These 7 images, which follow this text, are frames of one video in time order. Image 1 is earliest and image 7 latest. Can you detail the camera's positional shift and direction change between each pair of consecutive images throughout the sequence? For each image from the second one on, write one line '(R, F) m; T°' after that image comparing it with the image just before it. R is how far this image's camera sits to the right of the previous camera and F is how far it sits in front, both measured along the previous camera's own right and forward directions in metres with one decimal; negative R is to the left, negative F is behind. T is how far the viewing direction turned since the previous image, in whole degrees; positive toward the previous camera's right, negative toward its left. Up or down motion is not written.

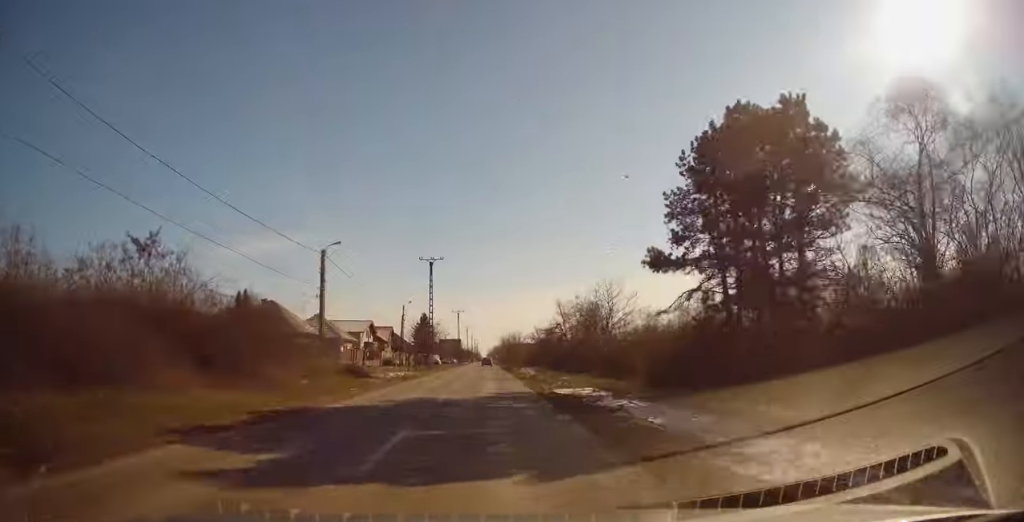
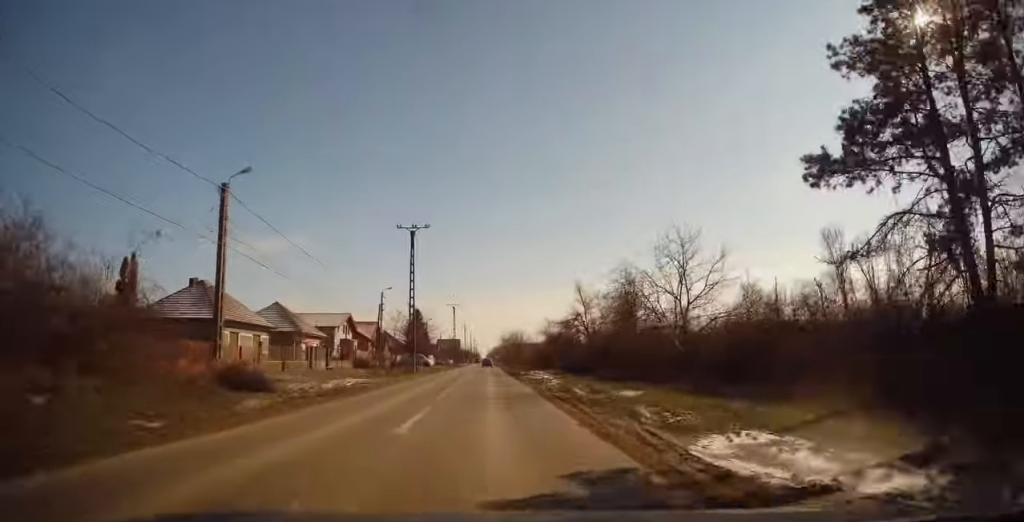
(-0.6, +14.7) m; 0°
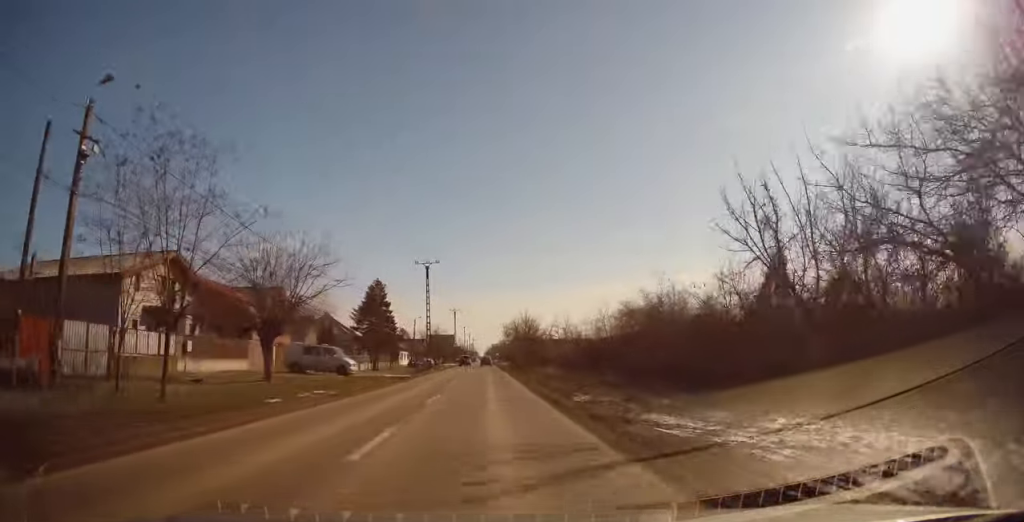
(0.0, +46.1) m; 0°
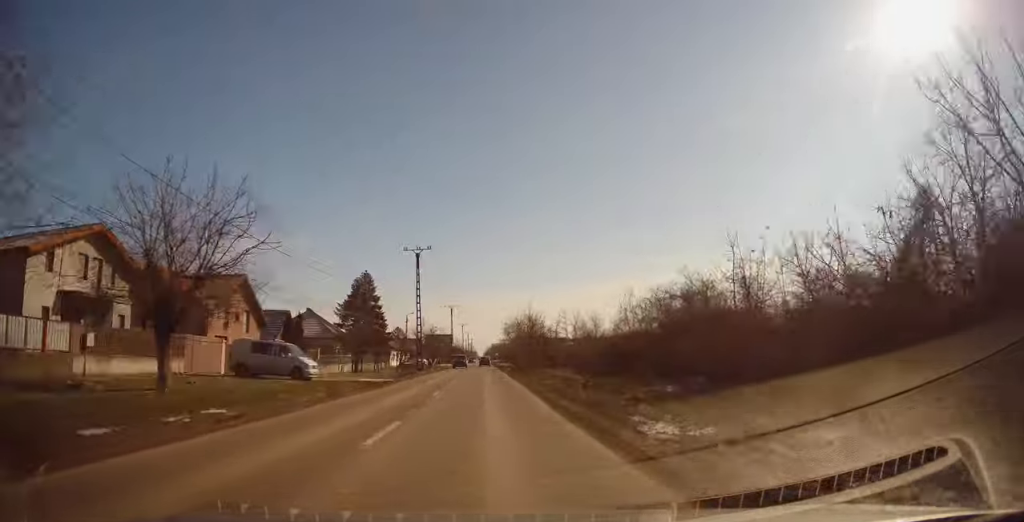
(0.0, +7.8) m; +1°
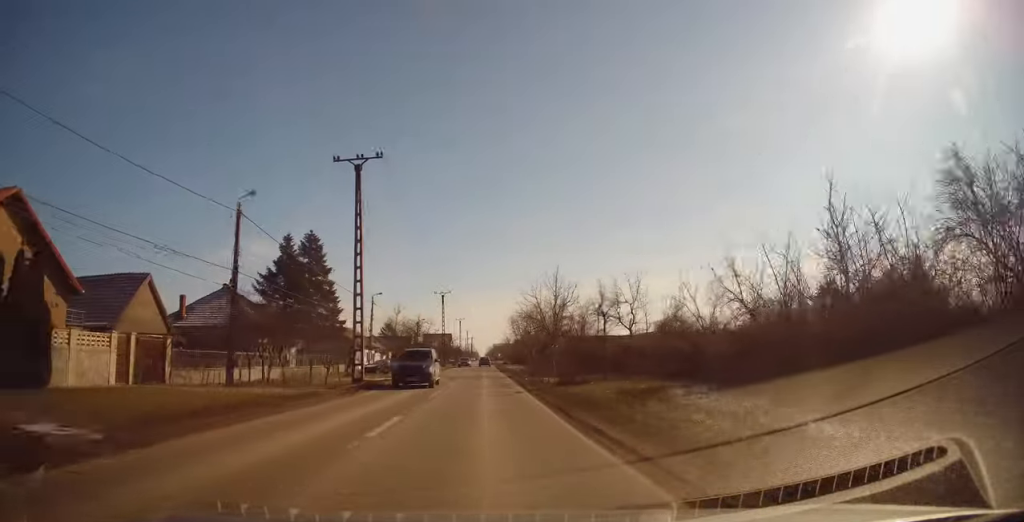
(+0.3, +25.1) m; -1°
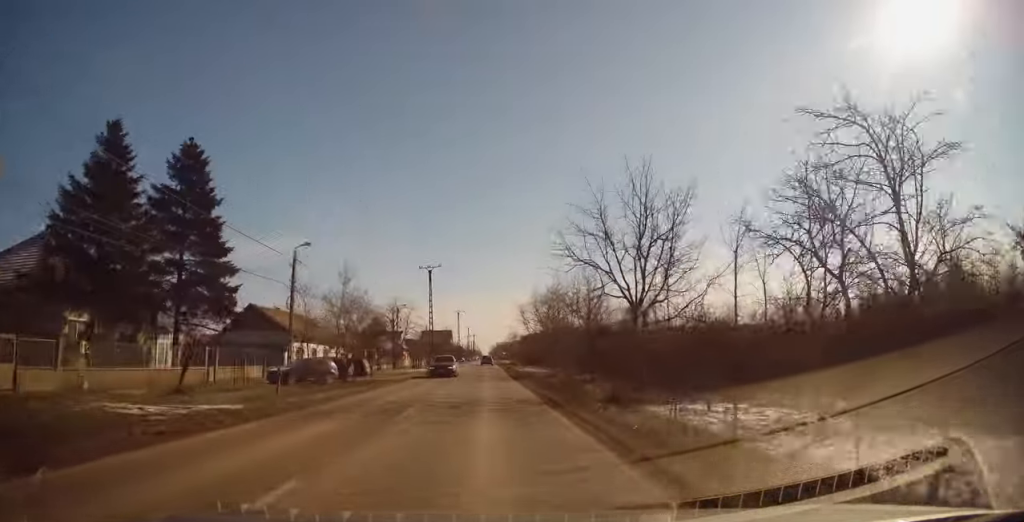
(-0.6, +24.1) m; -1°
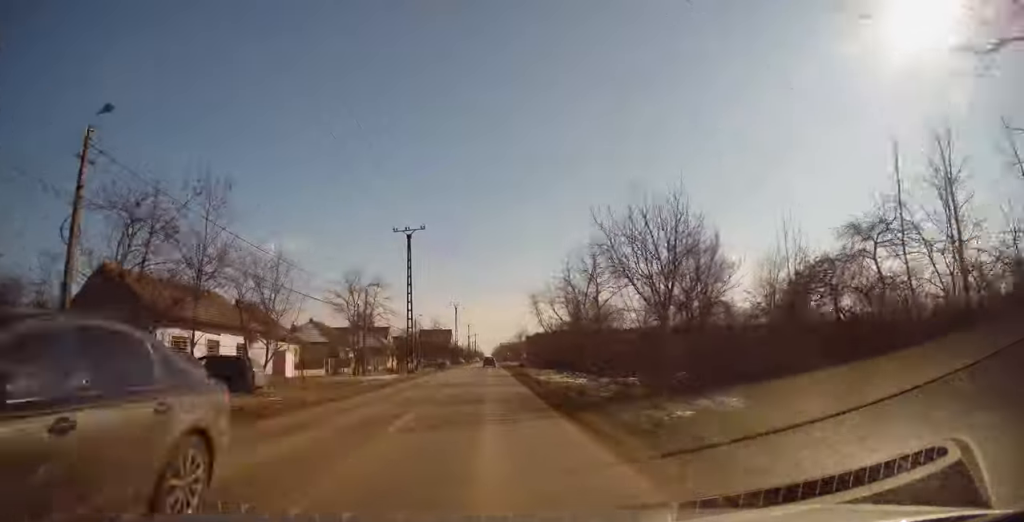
(+0.2, +19.4) m; 0°
